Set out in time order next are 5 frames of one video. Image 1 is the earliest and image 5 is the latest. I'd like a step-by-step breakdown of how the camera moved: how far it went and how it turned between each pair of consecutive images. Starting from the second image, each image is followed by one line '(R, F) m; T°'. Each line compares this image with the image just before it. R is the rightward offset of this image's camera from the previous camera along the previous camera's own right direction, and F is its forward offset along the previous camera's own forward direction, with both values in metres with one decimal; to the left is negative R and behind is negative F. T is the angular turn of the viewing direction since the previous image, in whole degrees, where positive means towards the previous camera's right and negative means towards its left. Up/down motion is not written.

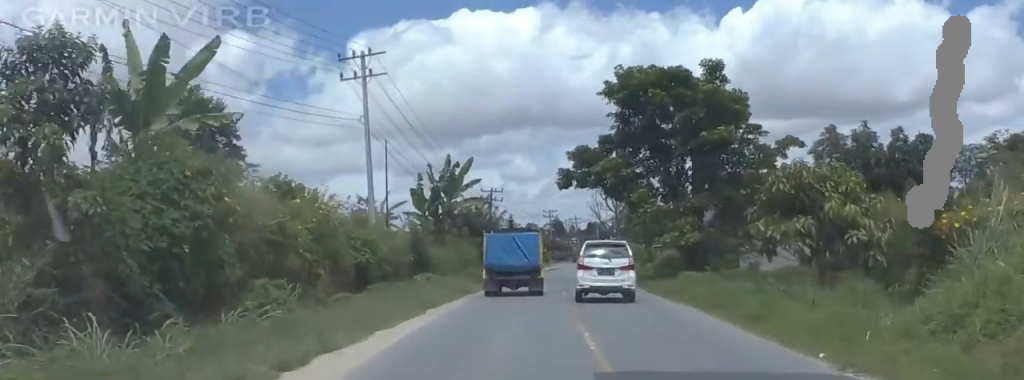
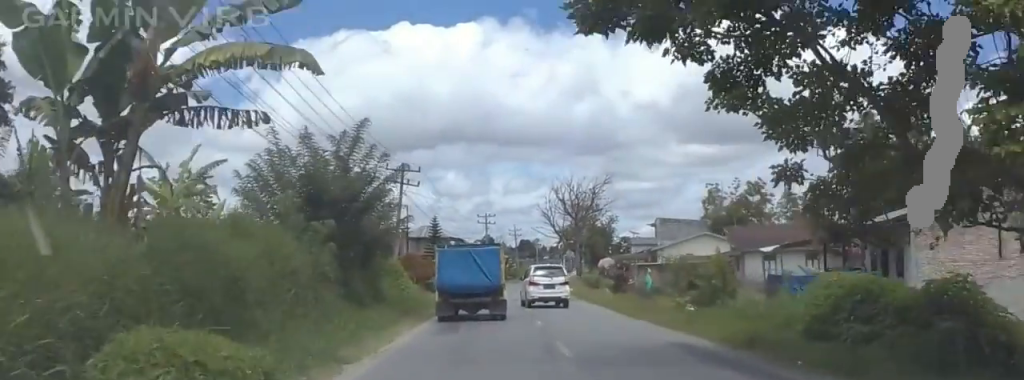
(+0.1, +34.4) m; +7°
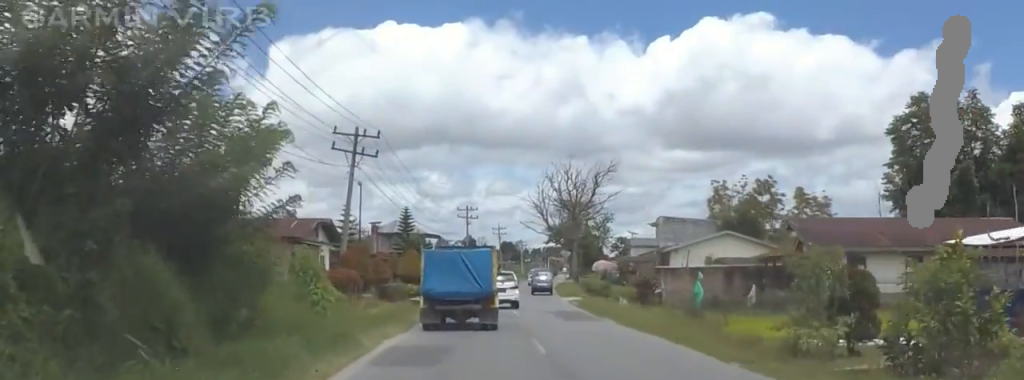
(+0.6, +15.7) m; +4°
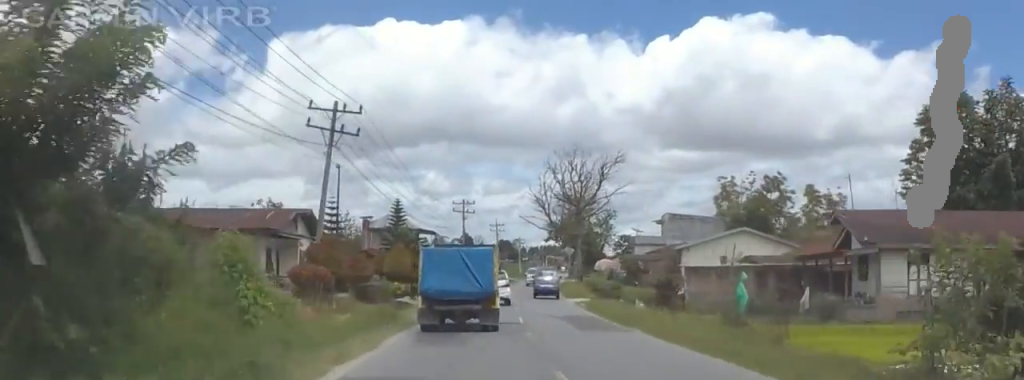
(+0.7, +6.2) m; 0°
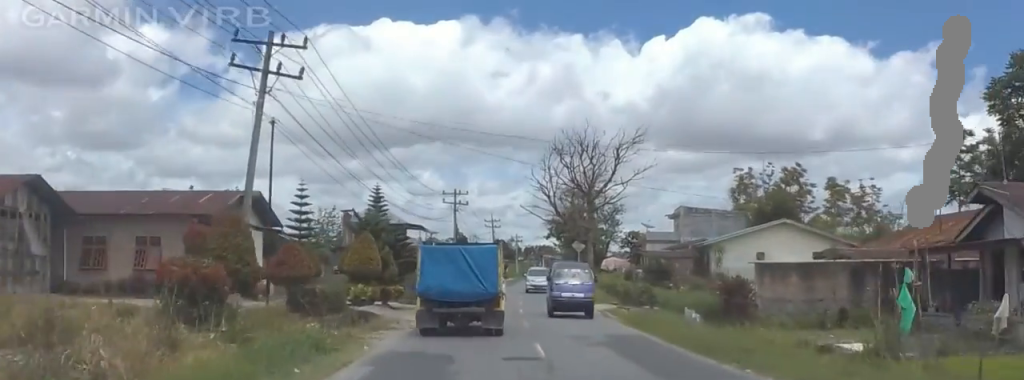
(-0.8, +11.7) m; -4°
